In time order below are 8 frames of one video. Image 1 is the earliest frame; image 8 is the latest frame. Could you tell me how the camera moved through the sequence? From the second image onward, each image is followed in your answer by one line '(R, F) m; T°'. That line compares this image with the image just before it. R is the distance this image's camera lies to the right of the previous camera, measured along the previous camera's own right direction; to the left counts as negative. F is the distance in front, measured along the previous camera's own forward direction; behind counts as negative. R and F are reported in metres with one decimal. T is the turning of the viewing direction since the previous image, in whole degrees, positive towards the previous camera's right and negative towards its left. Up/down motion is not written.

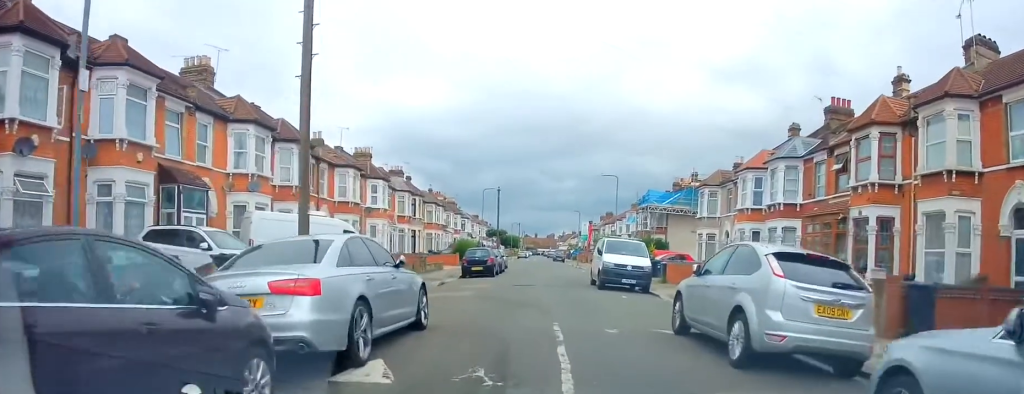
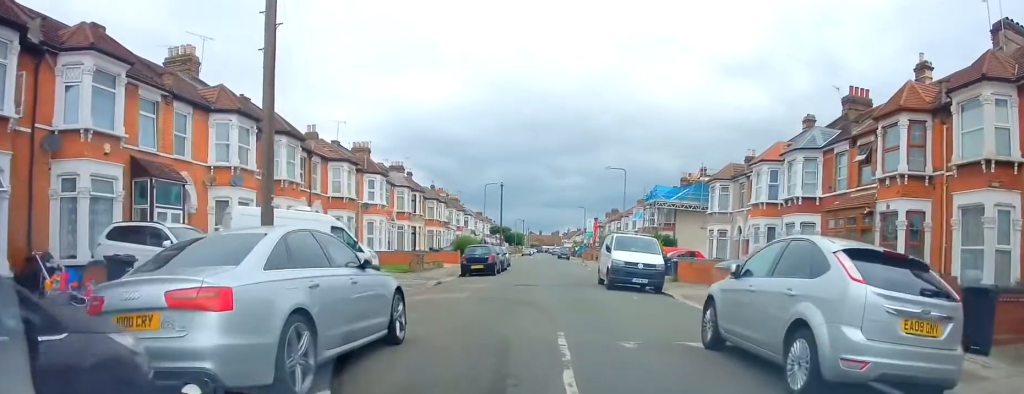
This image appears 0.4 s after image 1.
(+0.1, +1.6) m; 0°
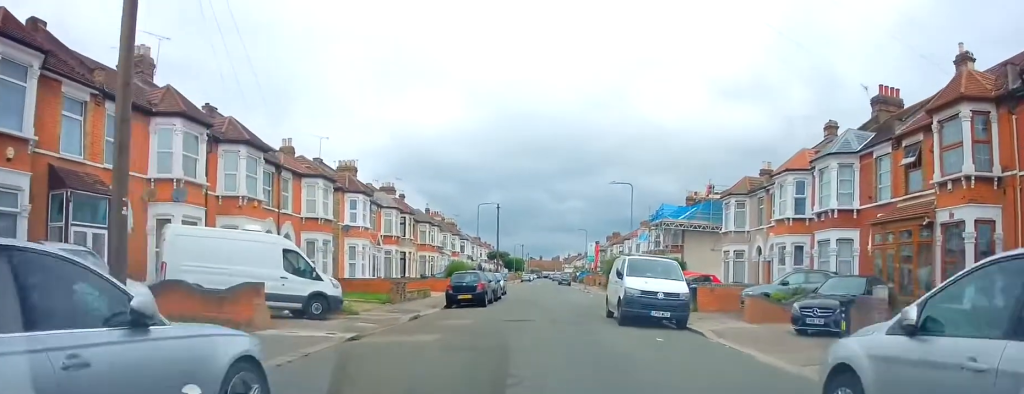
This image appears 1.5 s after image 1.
(+0.1, +3.9) m; -2°
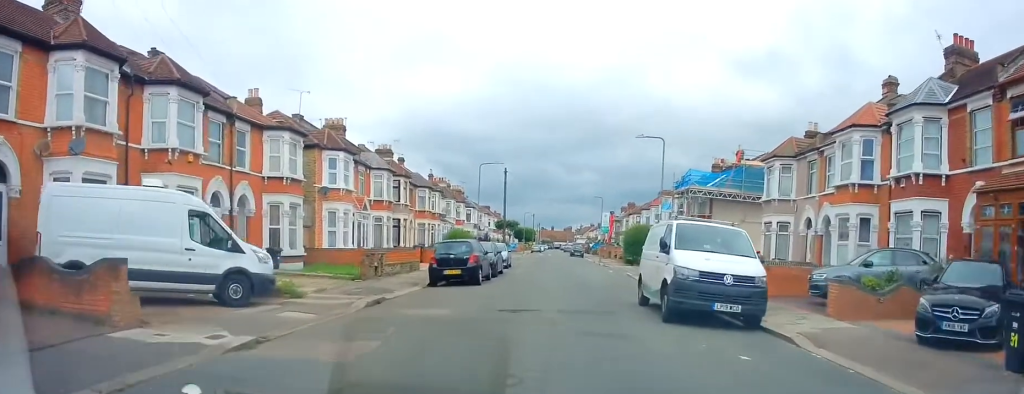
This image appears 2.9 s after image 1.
(-0.3, +5.4) m; -3°
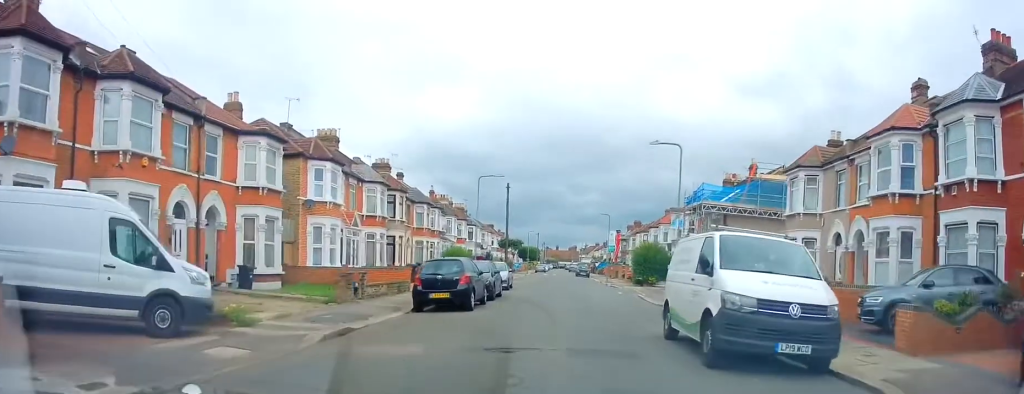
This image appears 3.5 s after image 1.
(0.0, +3.0) m; +2°
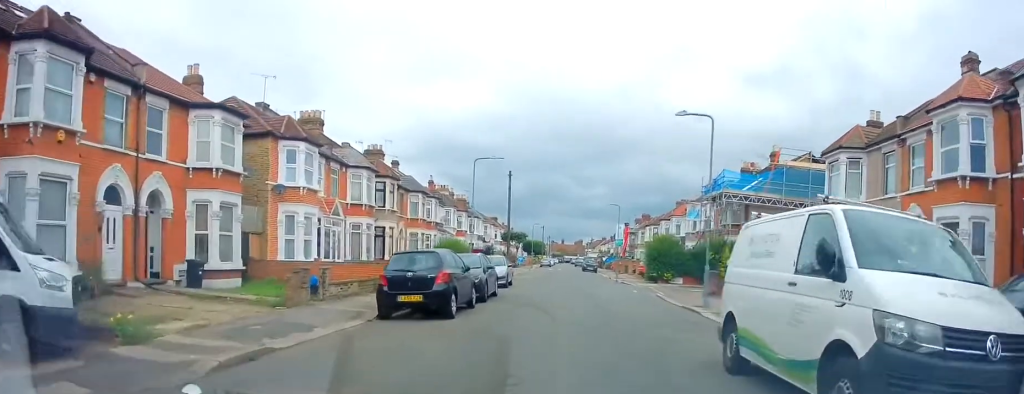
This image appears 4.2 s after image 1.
(0.0, +3.7) m; +2°
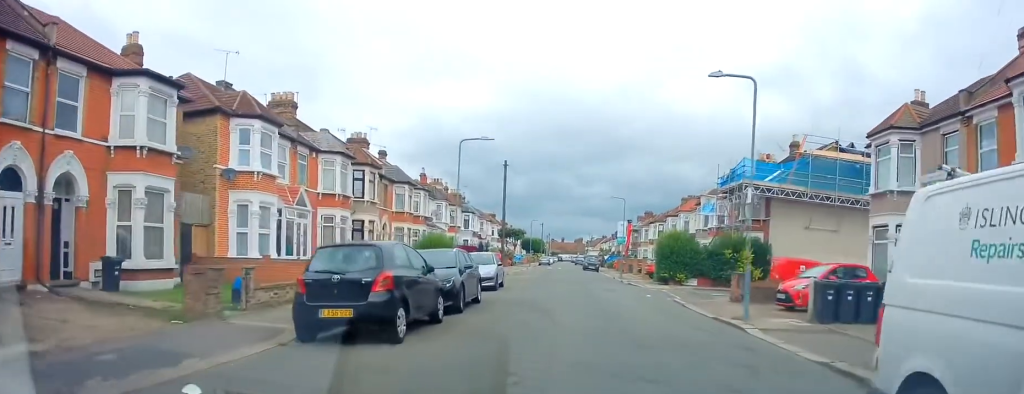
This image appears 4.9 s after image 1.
(+0.2, +4.1) m; 0°
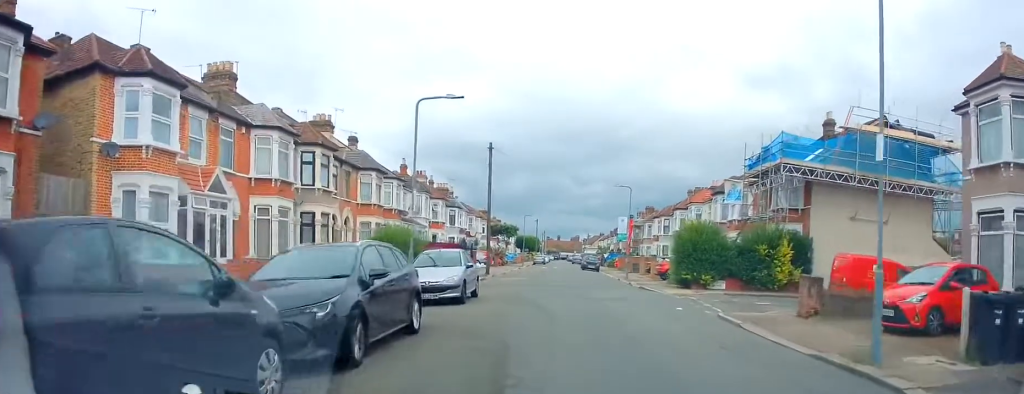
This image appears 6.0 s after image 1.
(-0.3, +6.5) m; -3°
